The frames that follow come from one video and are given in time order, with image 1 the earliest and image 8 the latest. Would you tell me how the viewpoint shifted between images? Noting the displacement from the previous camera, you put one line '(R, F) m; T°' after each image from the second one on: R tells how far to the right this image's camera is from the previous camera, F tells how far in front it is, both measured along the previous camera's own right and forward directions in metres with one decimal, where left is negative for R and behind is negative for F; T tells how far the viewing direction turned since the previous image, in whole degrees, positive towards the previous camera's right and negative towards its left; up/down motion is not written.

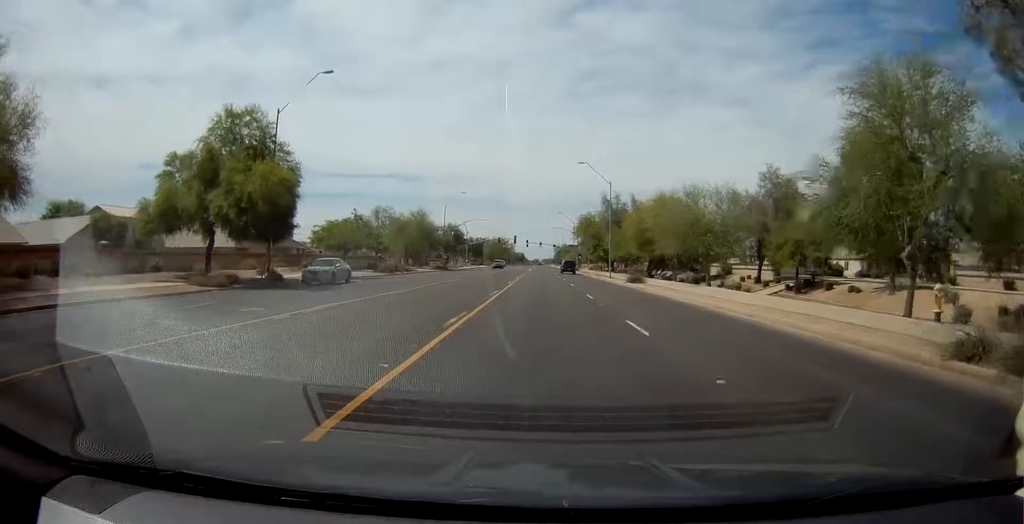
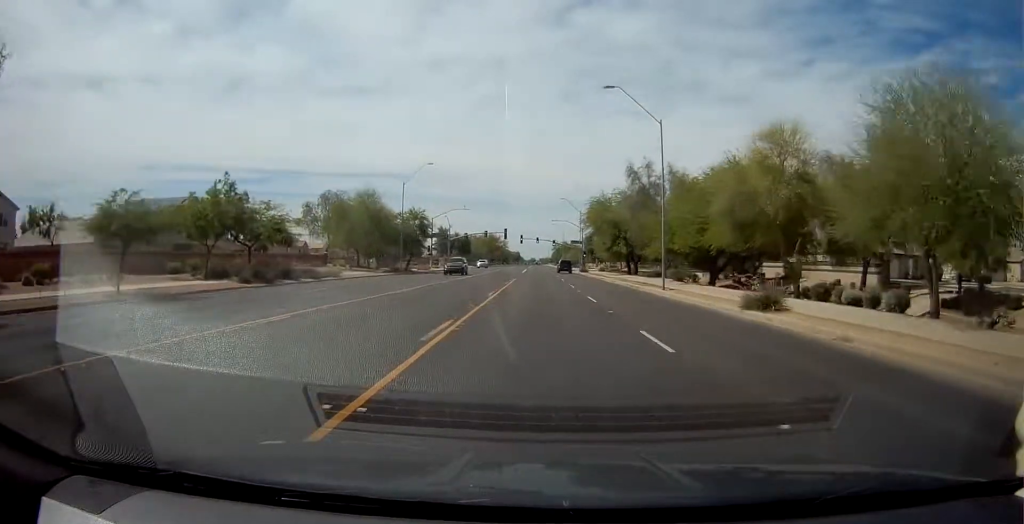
(-0.8, +26.3) m; 0°
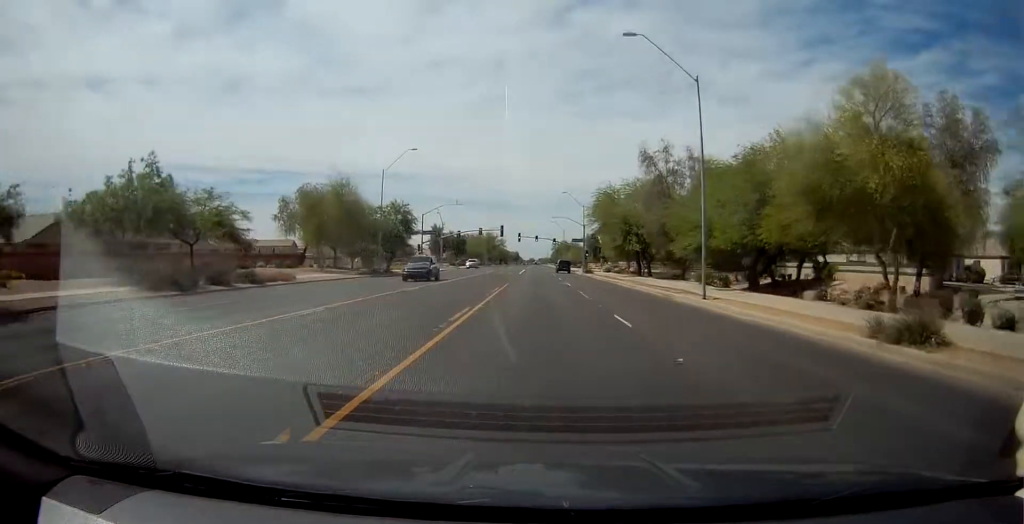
(+0.3, +8.5) m; +1°
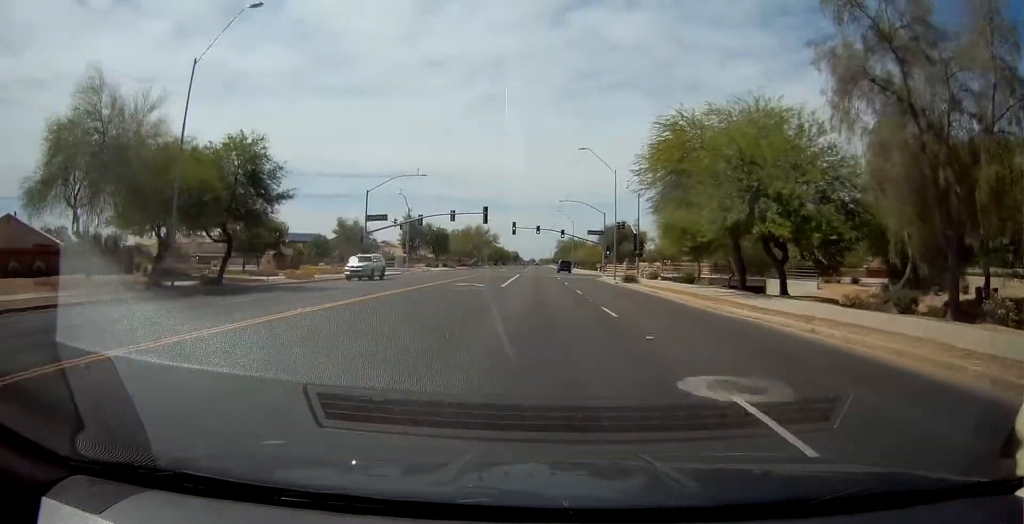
(+0.7, +34.5) m; +1°
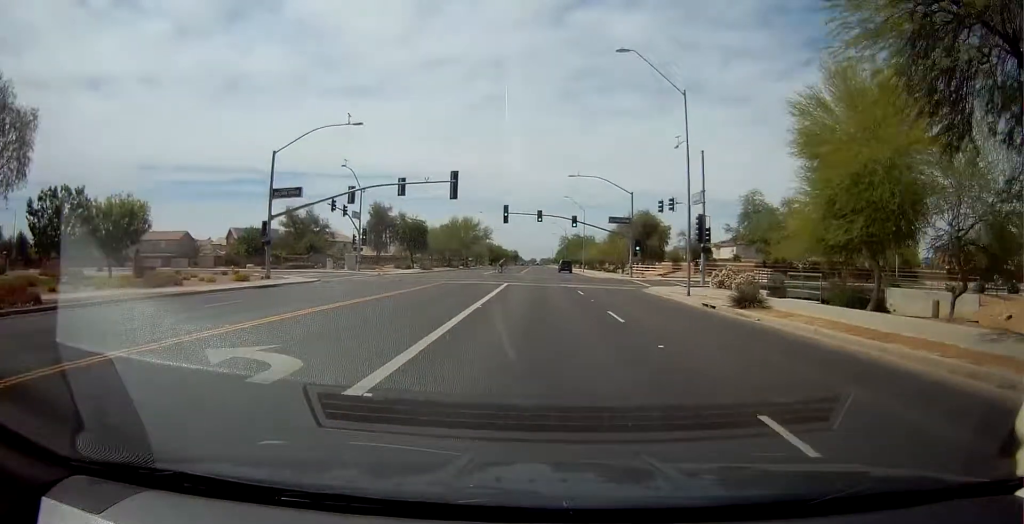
(0.0, +25.5) m; 0°
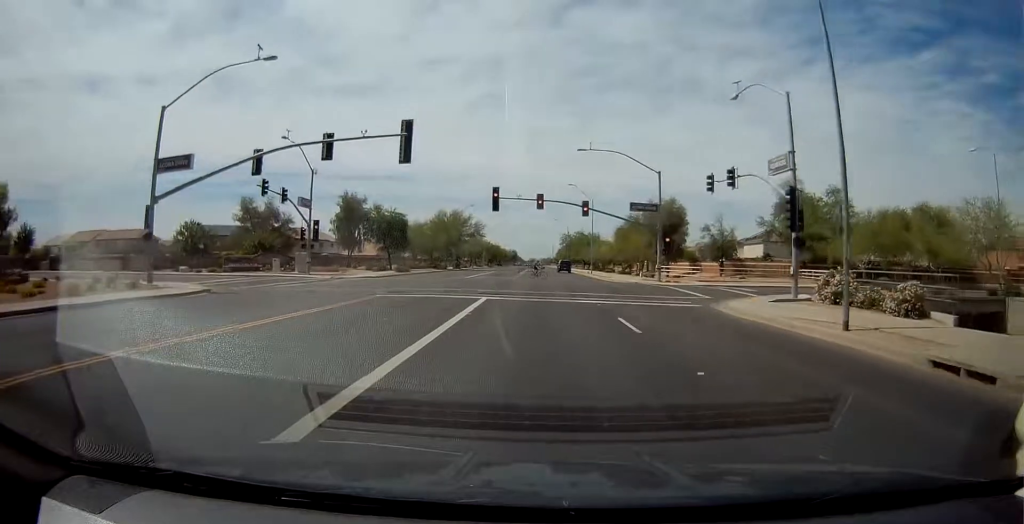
(0.0, +14.7) m; 0°
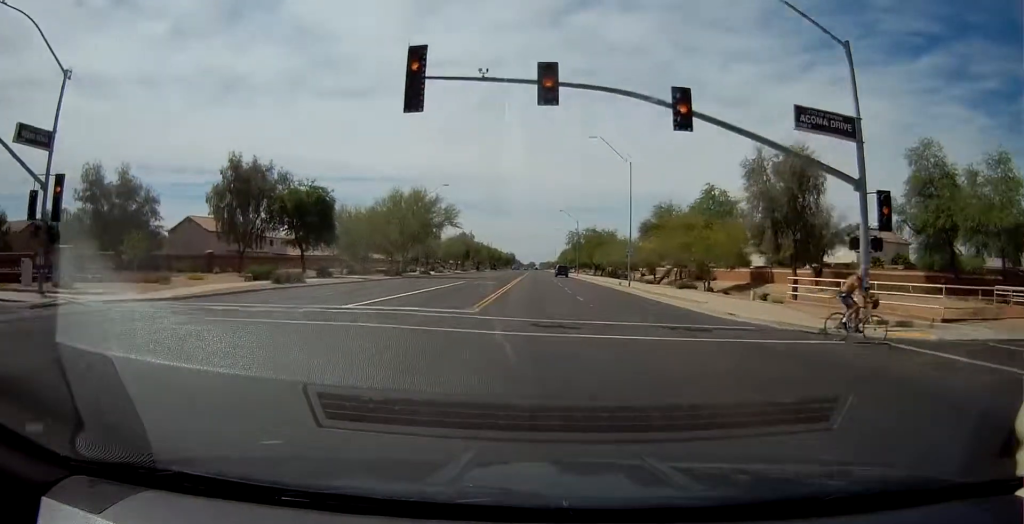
(0.0, +31.6) m; 0°
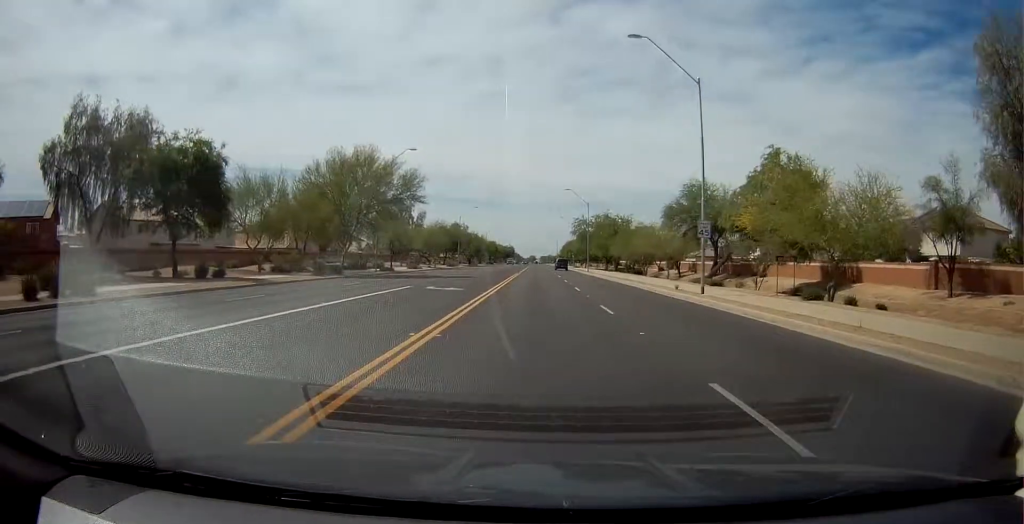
(0.0, +20.6) m; 0°
